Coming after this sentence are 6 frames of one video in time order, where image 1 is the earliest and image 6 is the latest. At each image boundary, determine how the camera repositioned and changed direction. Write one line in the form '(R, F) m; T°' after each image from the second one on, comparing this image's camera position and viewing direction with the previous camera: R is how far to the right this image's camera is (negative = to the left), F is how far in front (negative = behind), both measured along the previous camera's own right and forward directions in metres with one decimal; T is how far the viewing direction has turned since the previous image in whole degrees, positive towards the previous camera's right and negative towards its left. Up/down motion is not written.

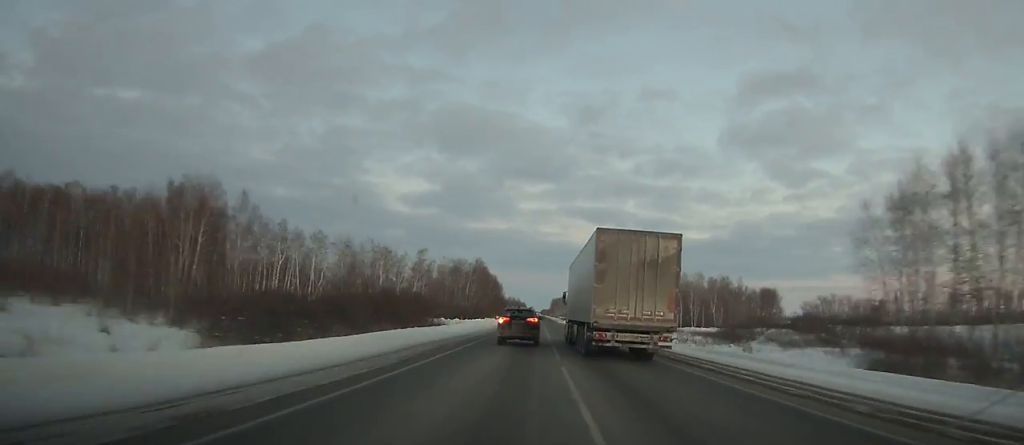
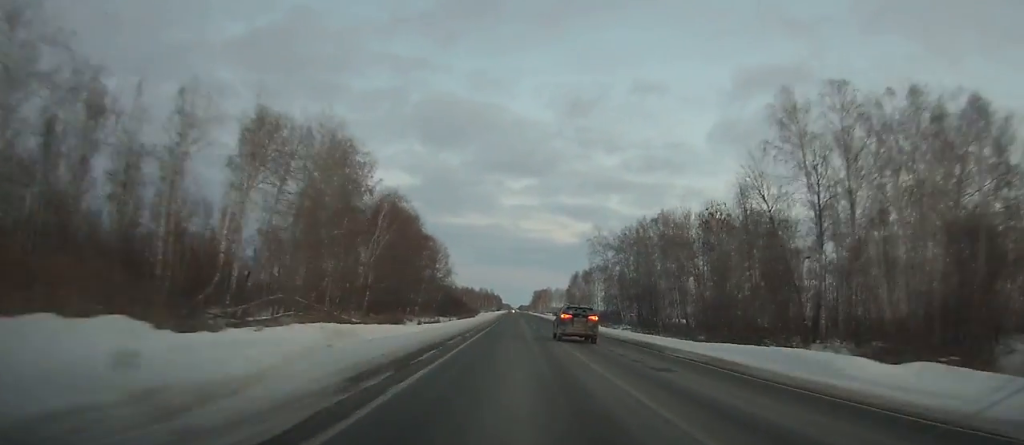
(+1.3, +145.9) m; +2°
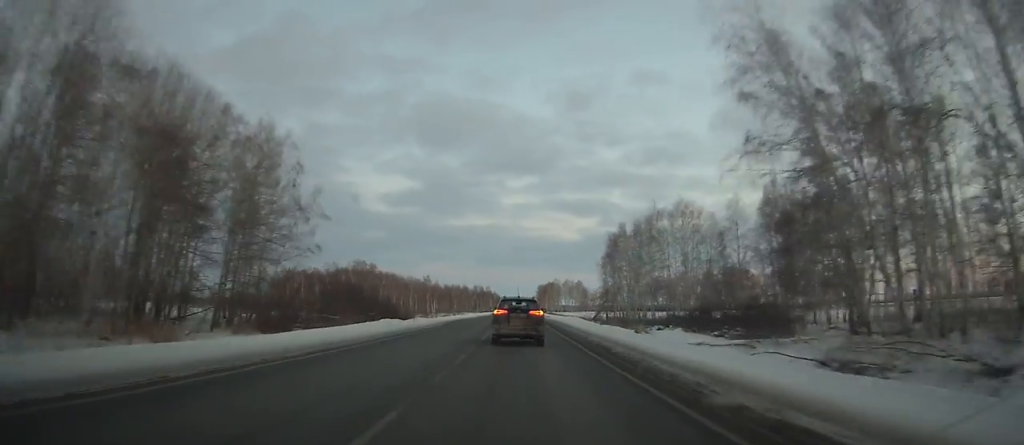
(+1.3, +93.7) m; +1°
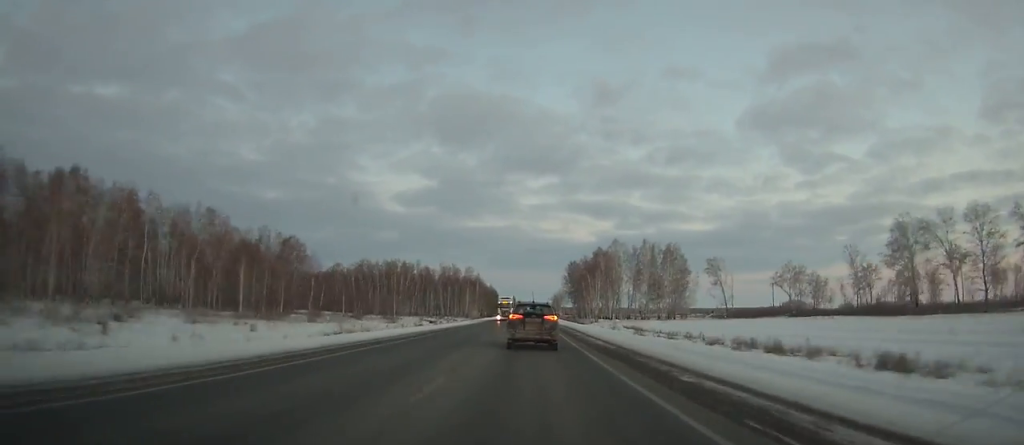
(-2.5, +251.9) m; -1°
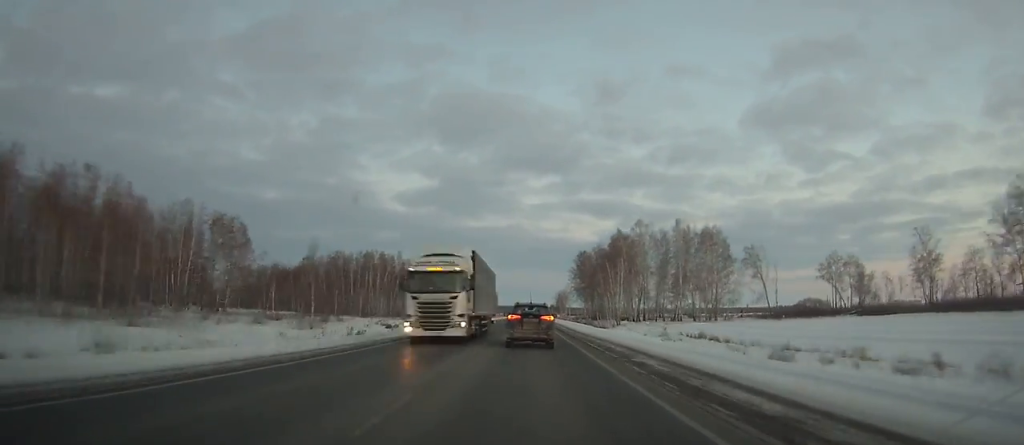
(0.0, +38.2) m; 0°
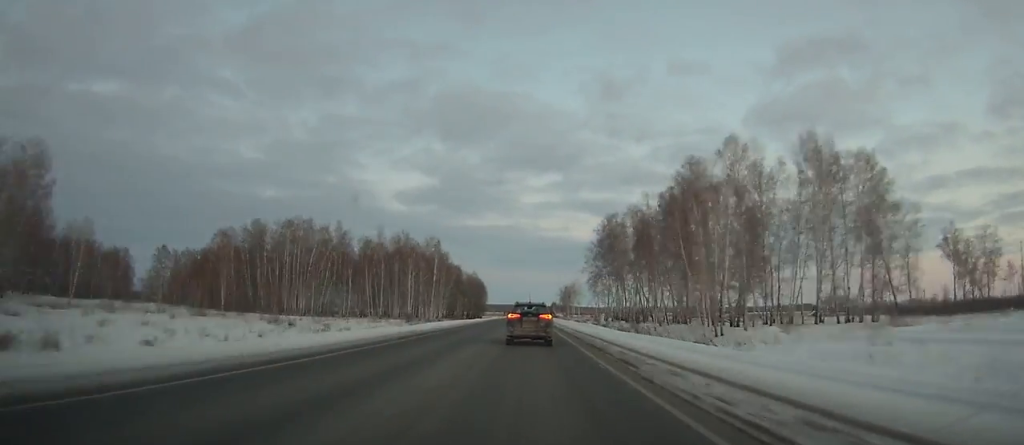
(-0.1, +66.6) m; 0°
